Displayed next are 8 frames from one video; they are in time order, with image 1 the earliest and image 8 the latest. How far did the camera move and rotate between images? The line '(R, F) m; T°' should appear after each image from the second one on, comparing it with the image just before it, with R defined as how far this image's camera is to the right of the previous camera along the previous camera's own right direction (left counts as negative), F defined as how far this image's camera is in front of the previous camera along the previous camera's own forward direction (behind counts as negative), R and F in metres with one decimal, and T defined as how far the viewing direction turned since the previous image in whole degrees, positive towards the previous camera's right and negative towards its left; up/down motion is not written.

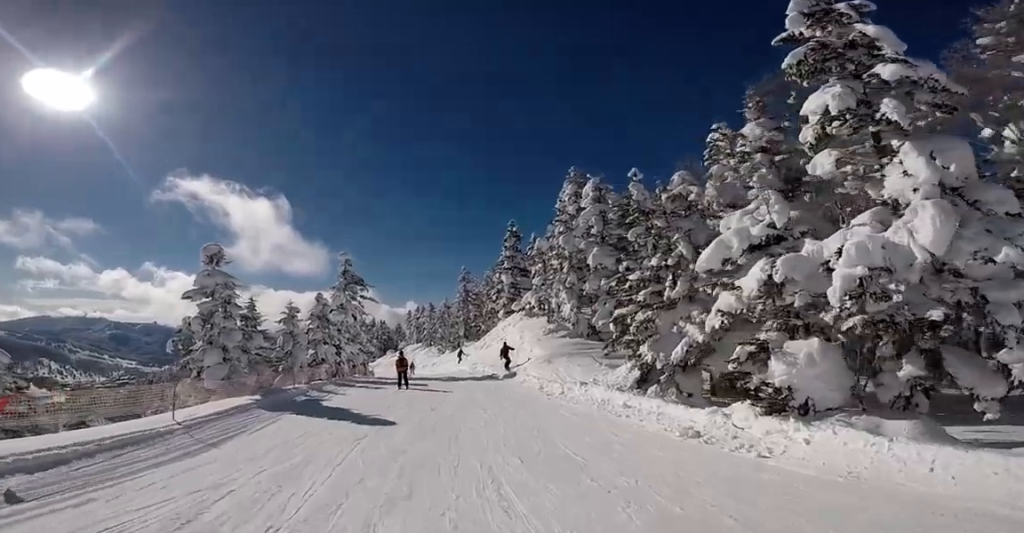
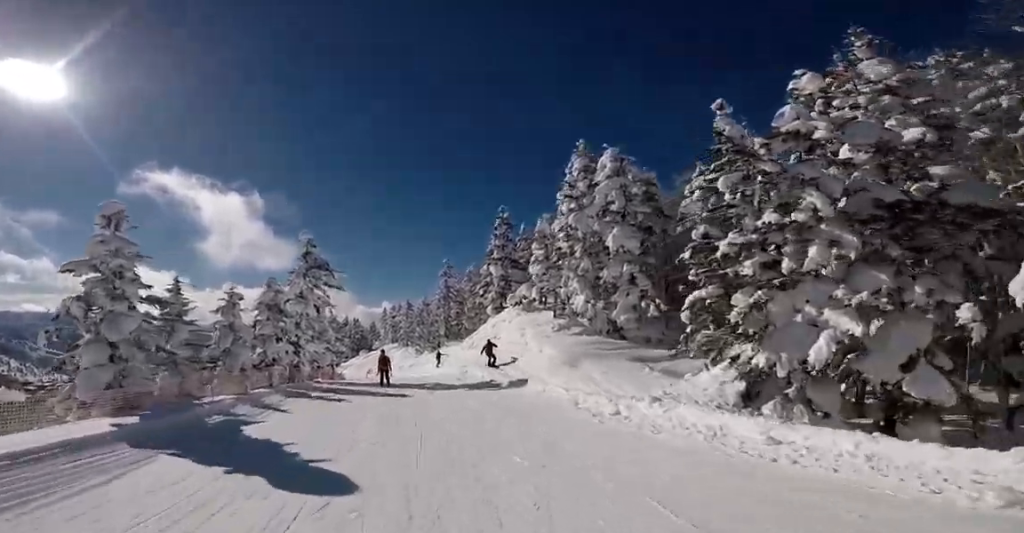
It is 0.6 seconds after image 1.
(+0.9, +4.7) m; +7°
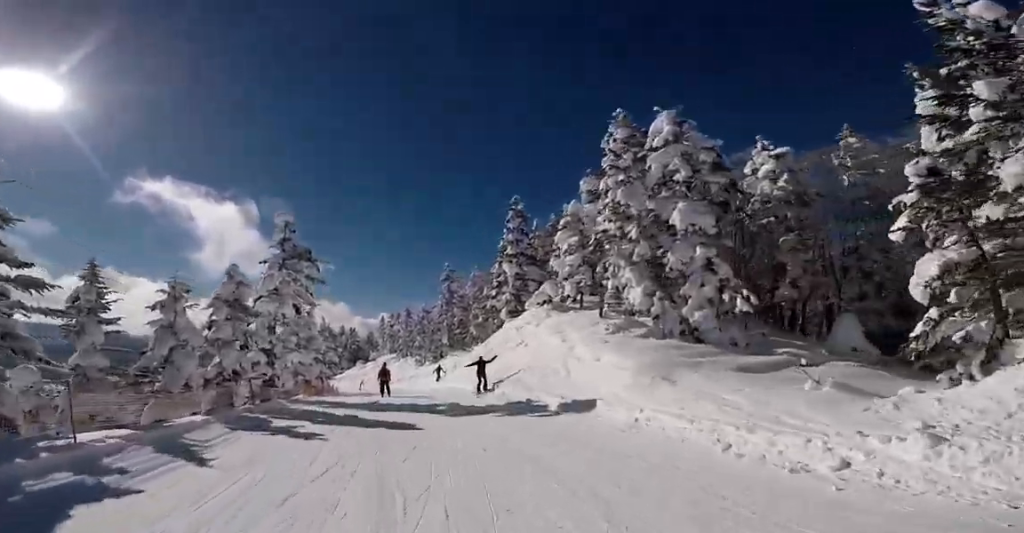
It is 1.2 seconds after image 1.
(+0.4, +4.8) m; +2°
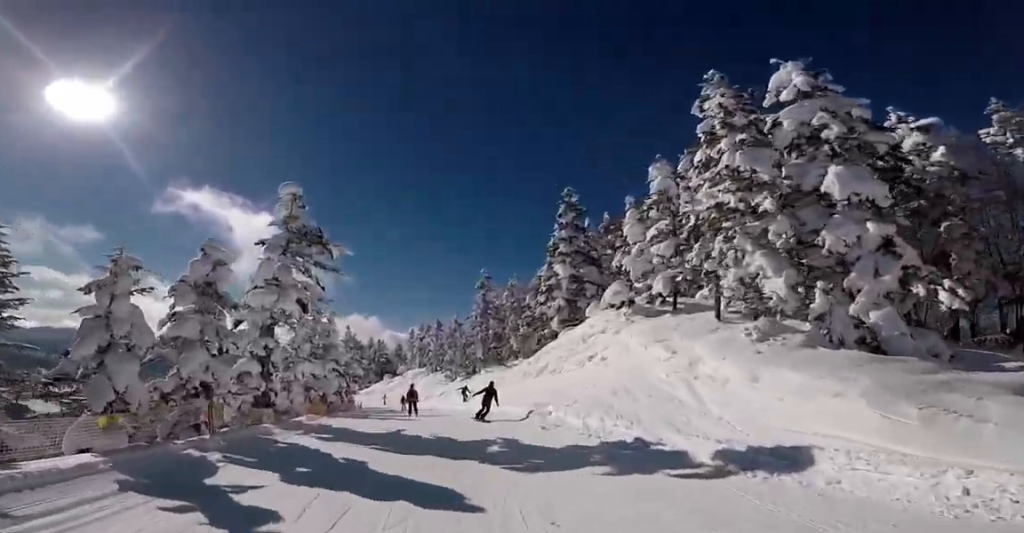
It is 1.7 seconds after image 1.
(+0.2, +4.8) m; -7°
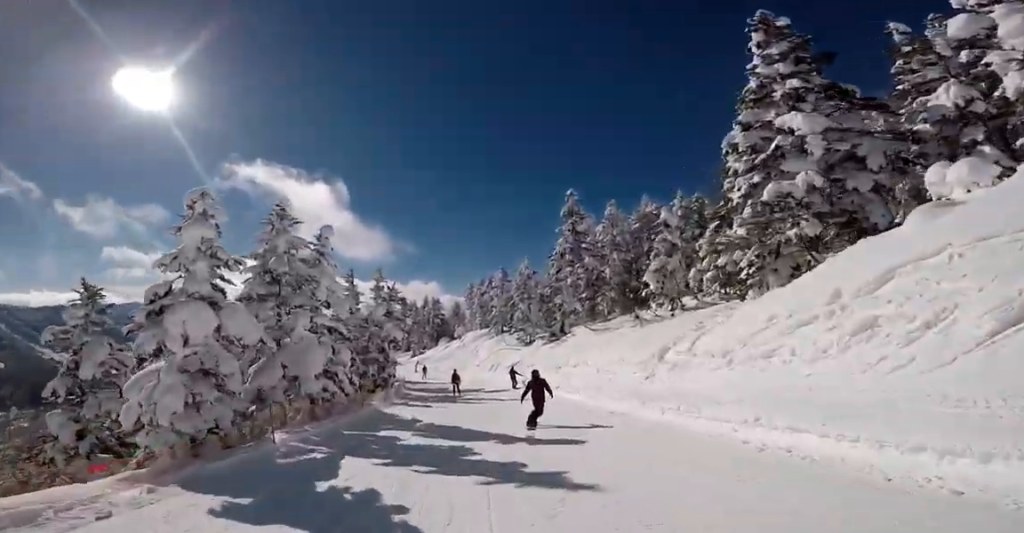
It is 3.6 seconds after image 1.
(-2.3, +14.9) m; -1°
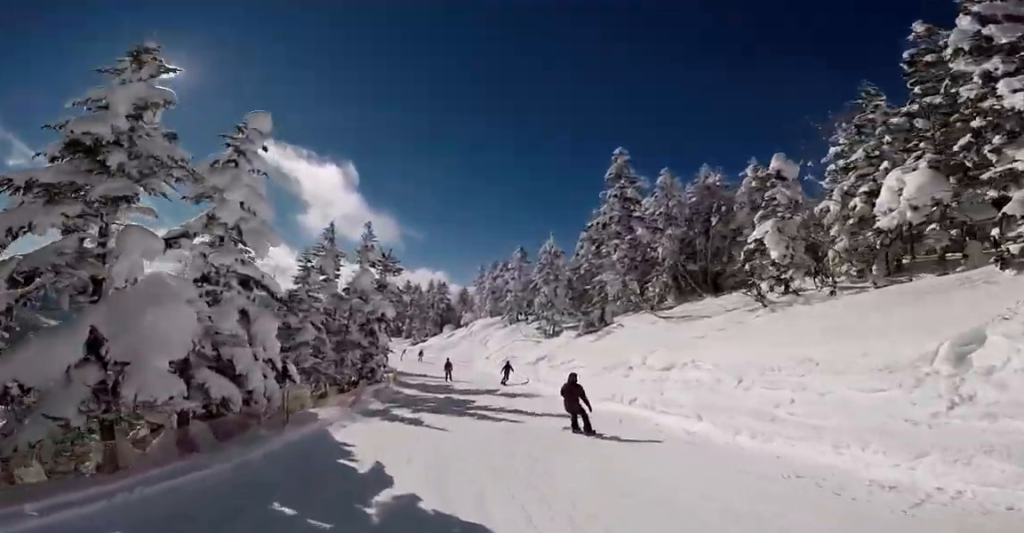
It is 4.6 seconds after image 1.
(+1.1, +7.3) m; +1°
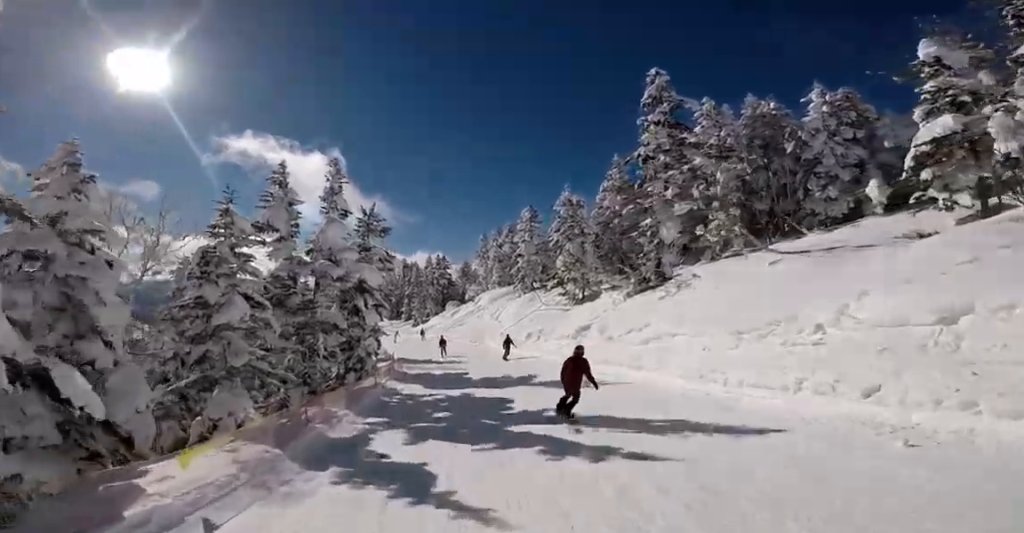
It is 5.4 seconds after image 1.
(-0.6, +6.6) m; -8°
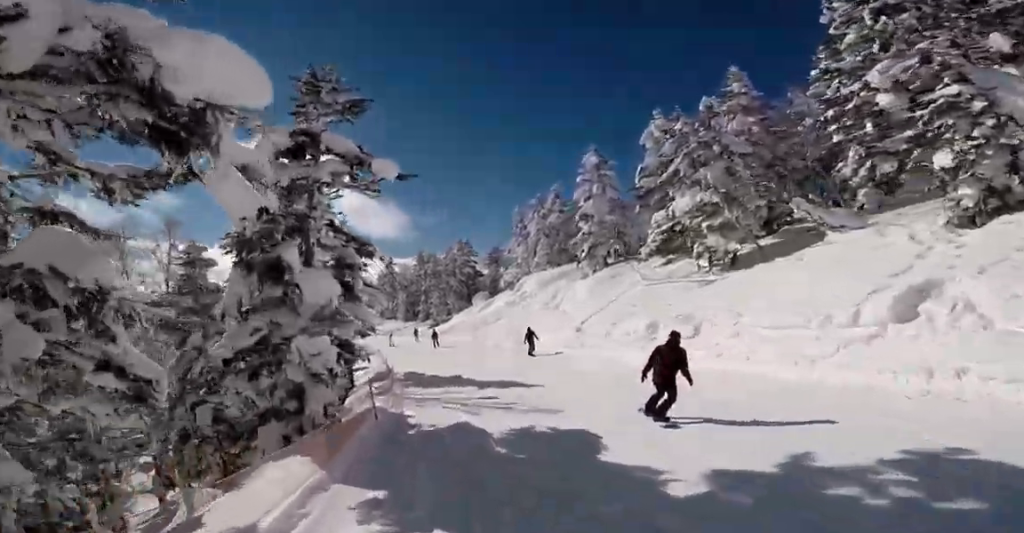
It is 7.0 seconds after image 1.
(-1.0, +13.4) m; -4°
